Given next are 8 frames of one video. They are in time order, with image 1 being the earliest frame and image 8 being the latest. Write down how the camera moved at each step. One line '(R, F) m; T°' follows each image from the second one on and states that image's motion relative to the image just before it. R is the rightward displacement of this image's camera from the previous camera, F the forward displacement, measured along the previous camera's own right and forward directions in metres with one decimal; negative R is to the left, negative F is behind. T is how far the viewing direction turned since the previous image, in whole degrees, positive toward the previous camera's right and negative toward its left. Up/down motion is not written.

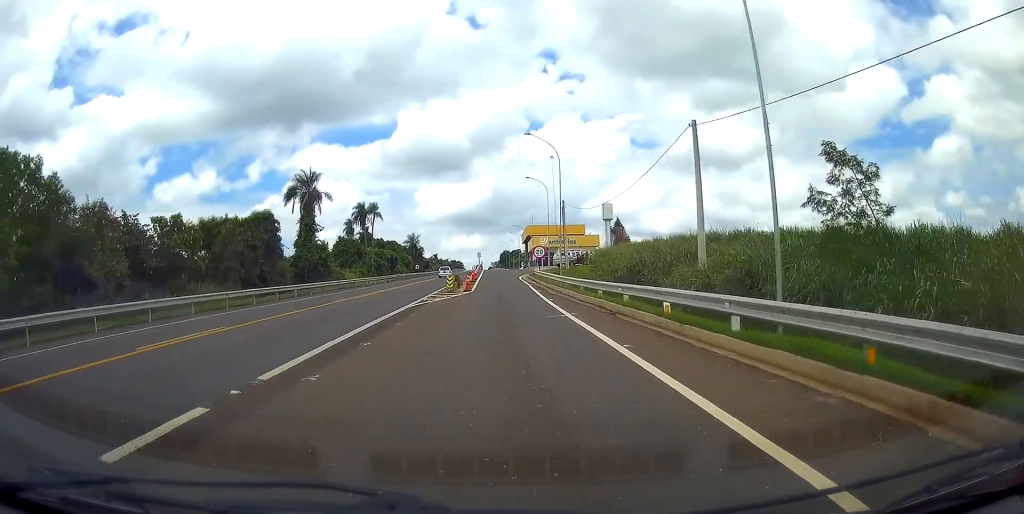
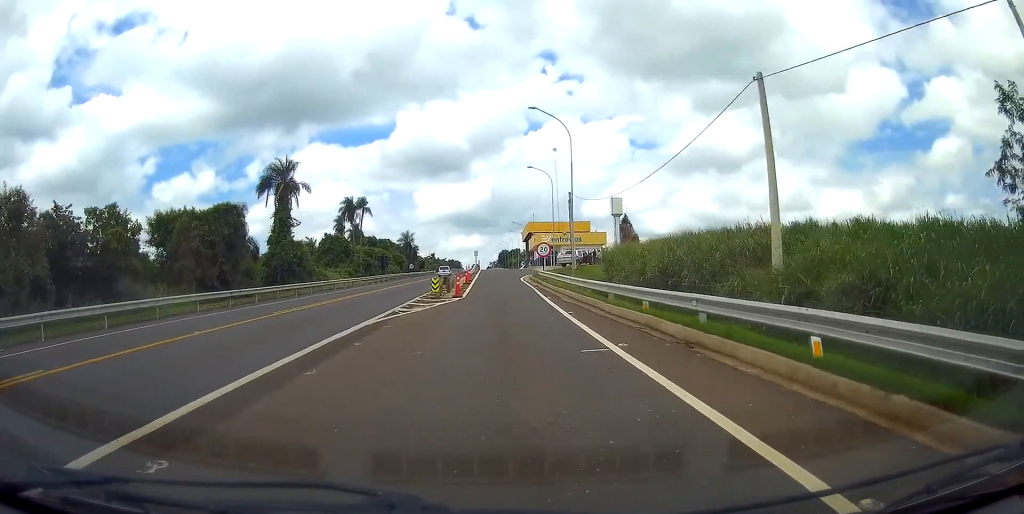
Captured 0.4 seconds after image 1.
(0.0, +7.6) m; 0°
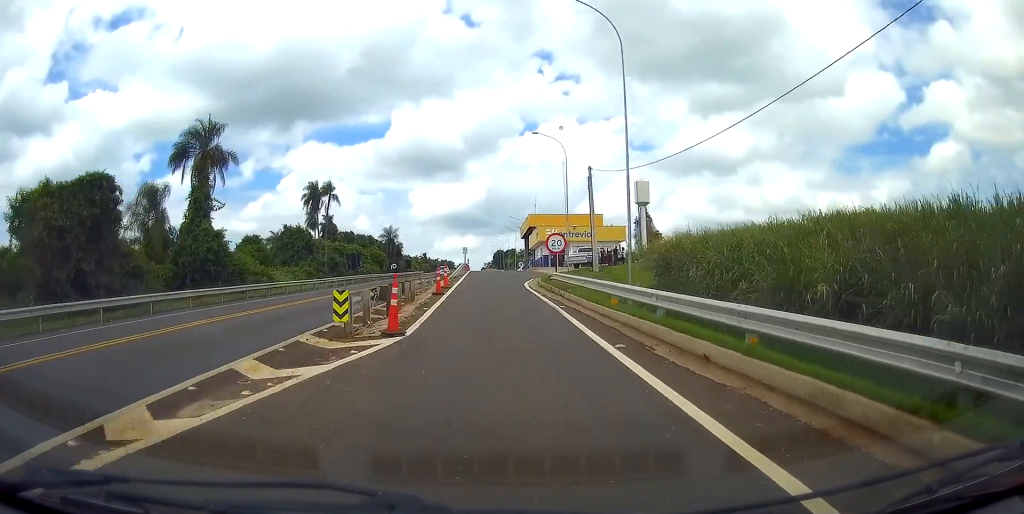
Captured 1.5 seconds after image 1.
(+0.3, +17.6) m; 0°
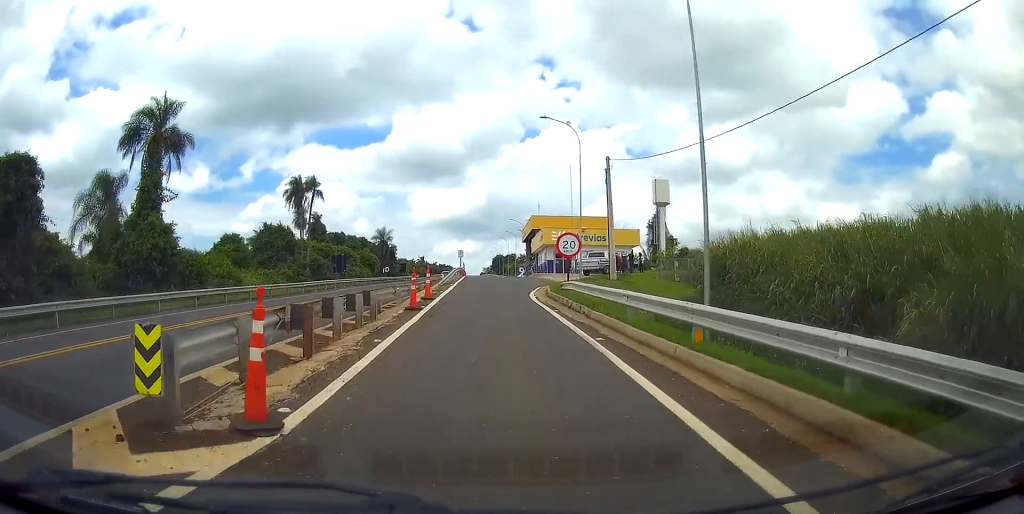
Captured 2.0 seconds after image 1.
(-0.1, +8.1) m; 0°
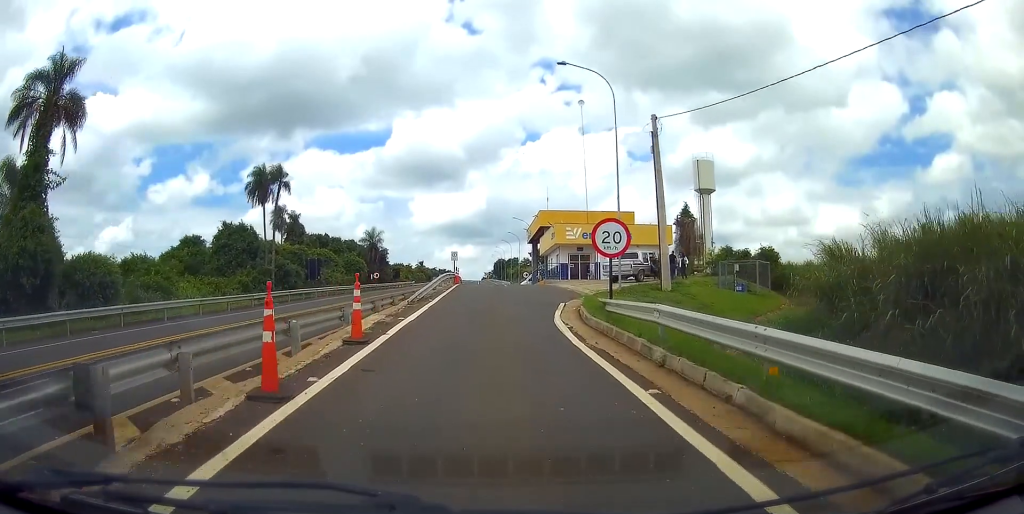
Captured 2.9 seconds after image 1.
(-0.2, +14.2) m; 0°
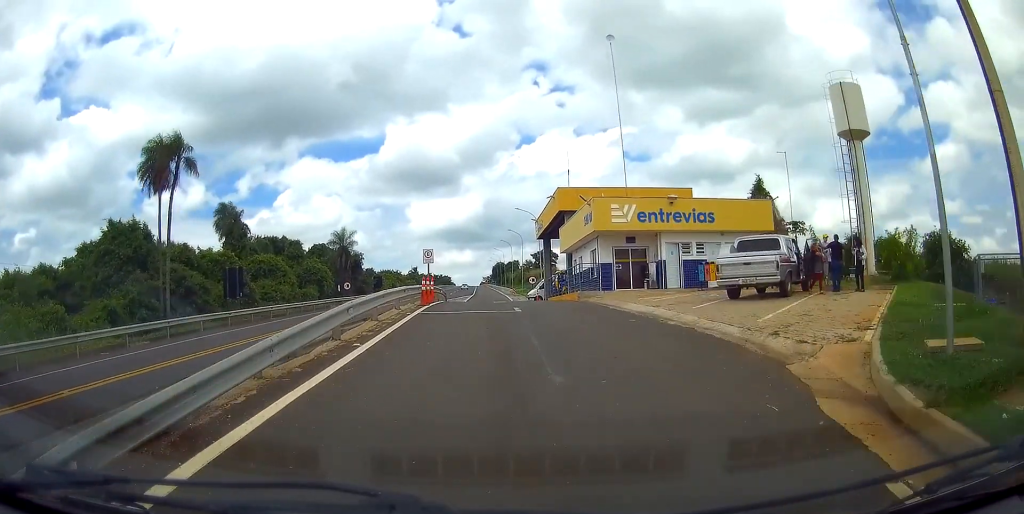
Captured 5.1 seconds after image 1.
(+0.3, +23.5) m; 0°
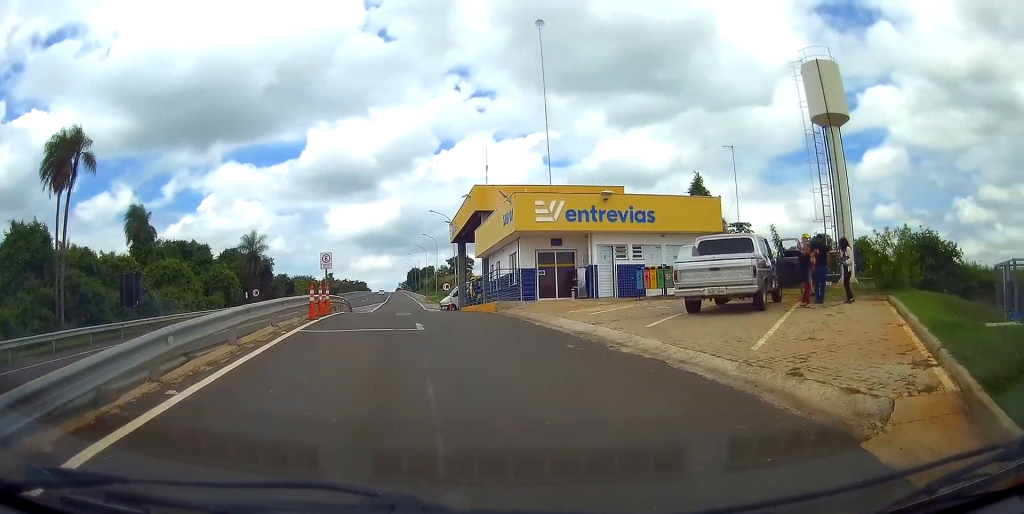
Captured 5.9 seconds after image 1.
(0.0, +6.3) m; +3°
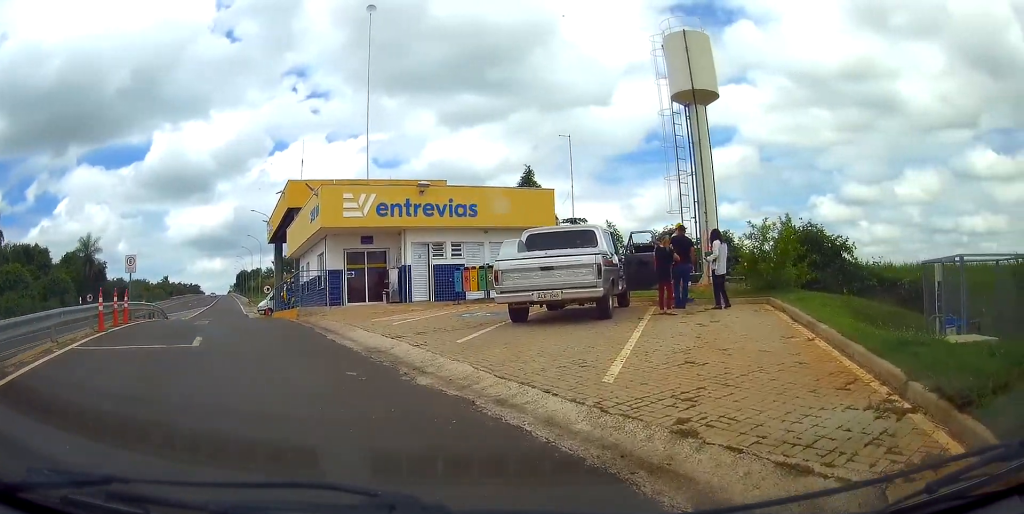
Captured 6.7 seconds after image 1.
(0.0, +5.1) m; +10°
